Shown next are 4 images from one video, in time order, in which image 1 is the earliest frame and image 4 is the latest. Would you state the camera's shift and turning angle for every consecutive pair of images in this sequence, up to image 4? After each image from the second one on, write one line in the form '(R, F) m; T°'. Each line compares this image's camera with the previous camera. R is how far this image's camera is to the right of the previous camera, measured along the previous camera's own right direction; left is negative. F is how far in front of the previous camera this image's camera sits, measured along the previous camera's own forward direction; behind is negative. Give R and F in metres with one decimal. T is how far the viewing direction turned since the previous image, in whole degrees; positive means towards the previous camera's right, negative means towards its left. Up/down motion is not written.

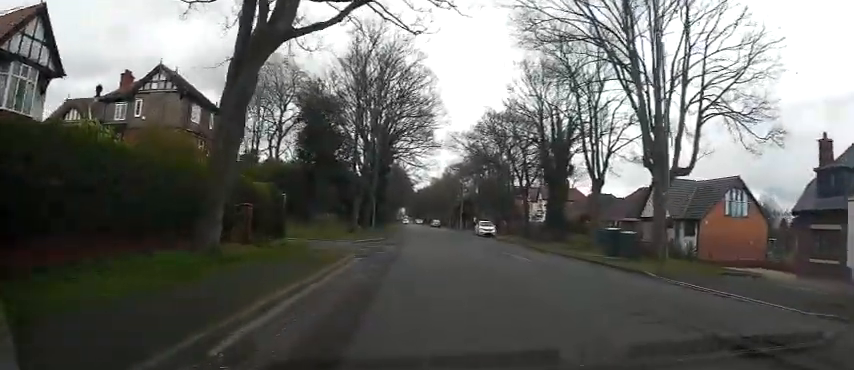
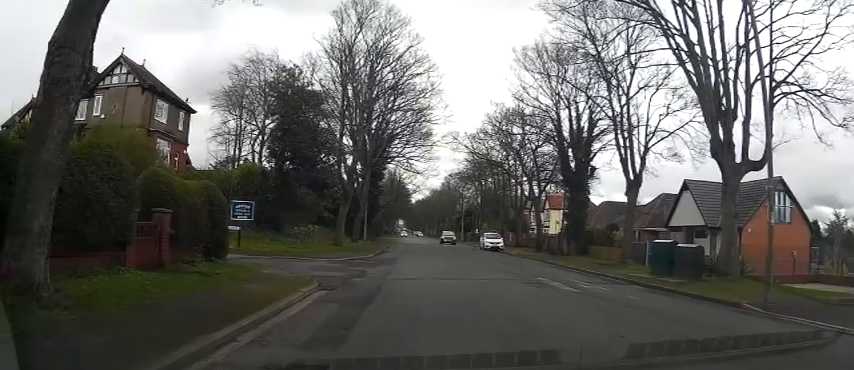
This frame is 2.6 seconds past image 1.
(+0.6, +7.2) m; +9°
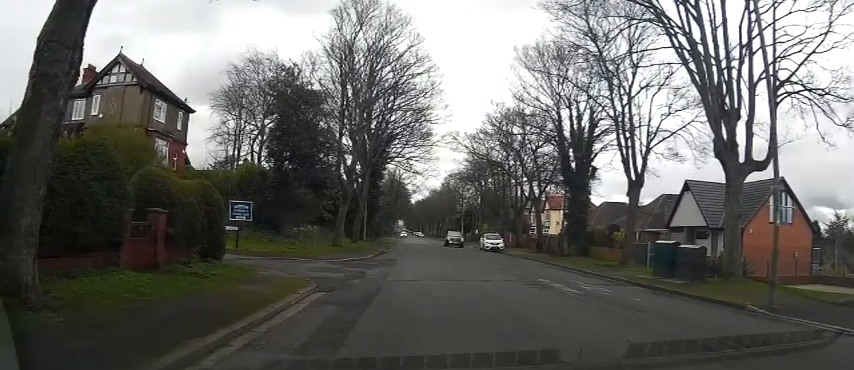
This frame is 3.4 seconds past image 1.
(-0.1, +0.6) m; 0°
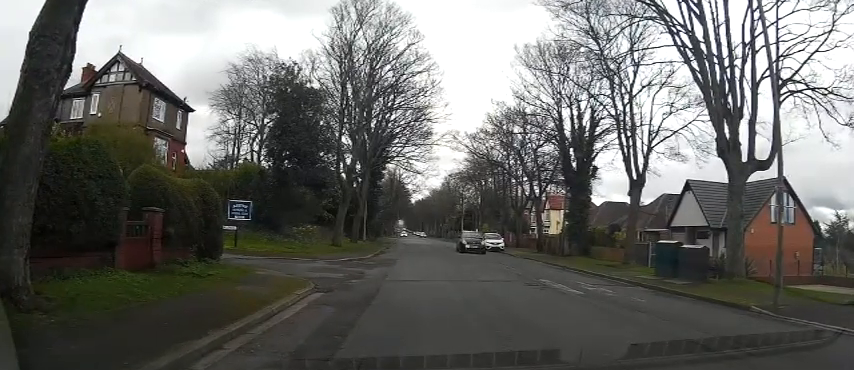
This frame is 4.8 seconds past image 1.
(-0.1, +0.5) m; 0°
